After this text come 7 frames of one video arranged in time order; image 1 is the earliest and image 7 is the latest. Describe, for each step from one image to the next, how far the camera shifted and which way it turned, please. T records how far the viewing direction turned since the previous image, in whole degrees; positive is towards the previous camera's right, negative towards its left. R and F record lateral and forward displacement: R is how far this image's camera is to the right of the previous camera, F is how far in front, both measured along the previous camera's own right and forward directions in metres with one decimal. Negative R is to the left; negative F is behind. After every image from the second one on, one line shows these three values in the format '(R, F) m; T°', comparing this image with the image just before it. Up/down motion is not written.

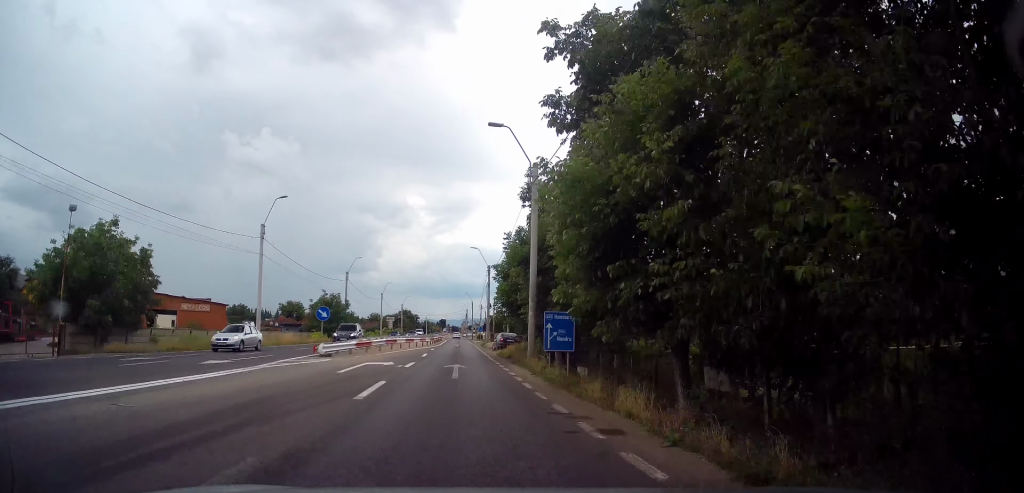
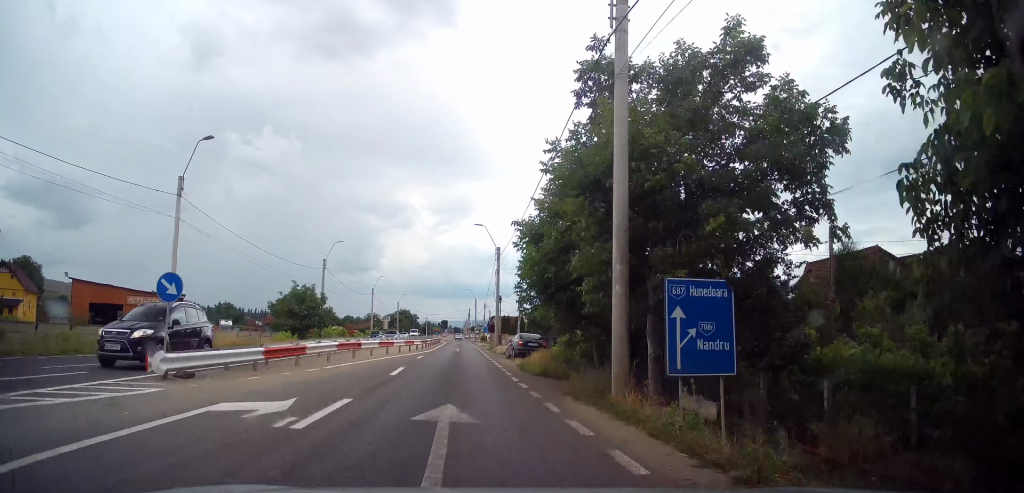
(0.0, +12.5) m; 0°
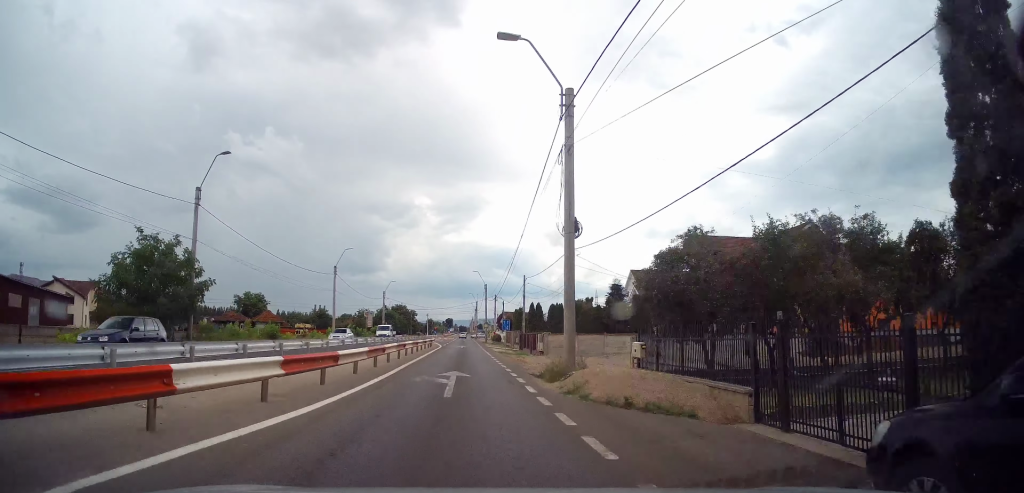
(+0.6, +29.0) m; +1°
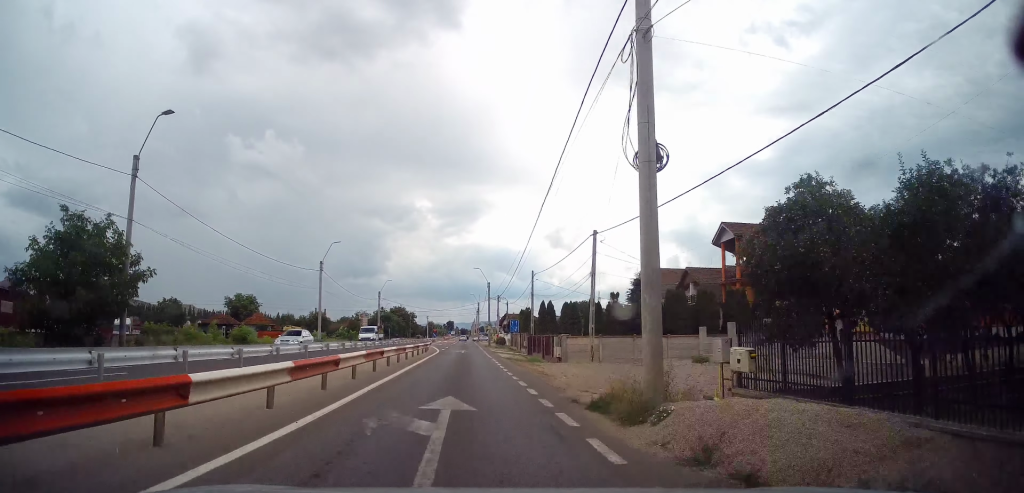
(-0.1, +6.7) m; -1°
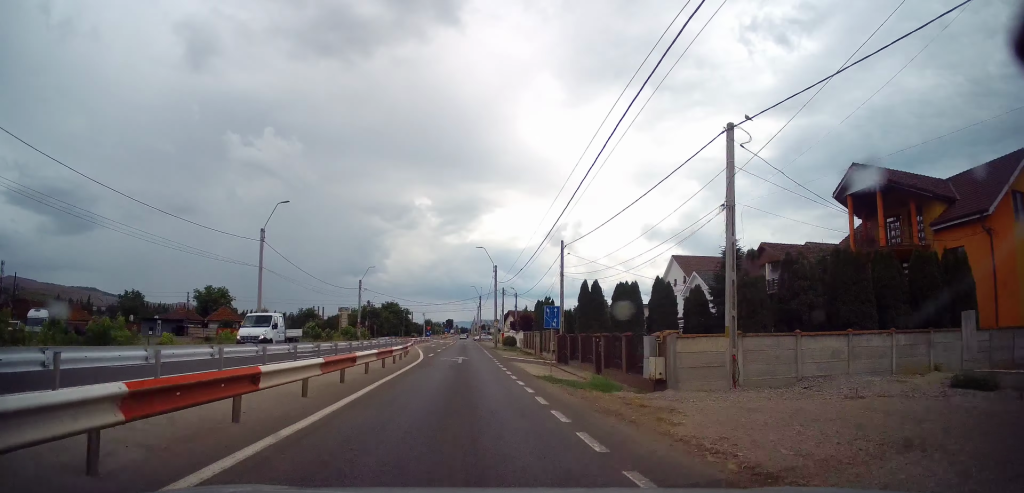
(-0.3, +17.1) m; -1°
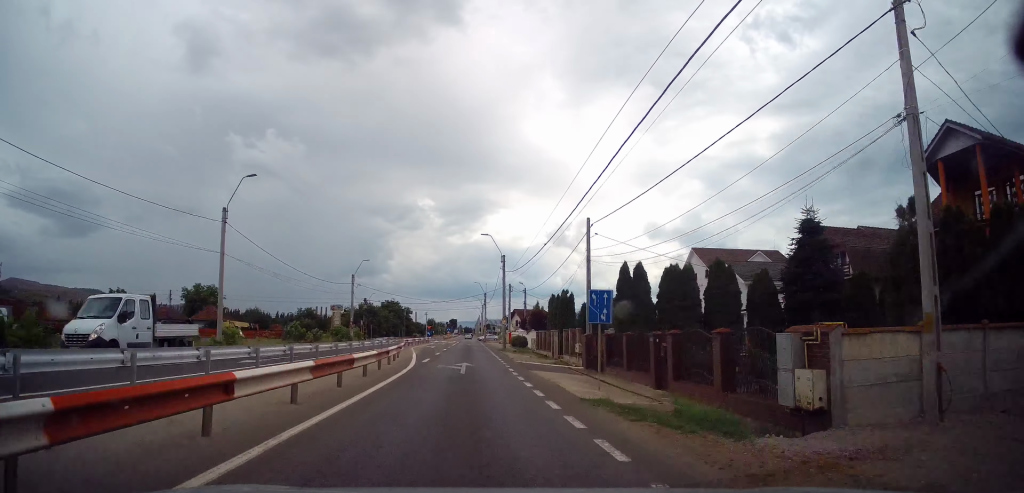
(+0.1, +7.2) m; 0°
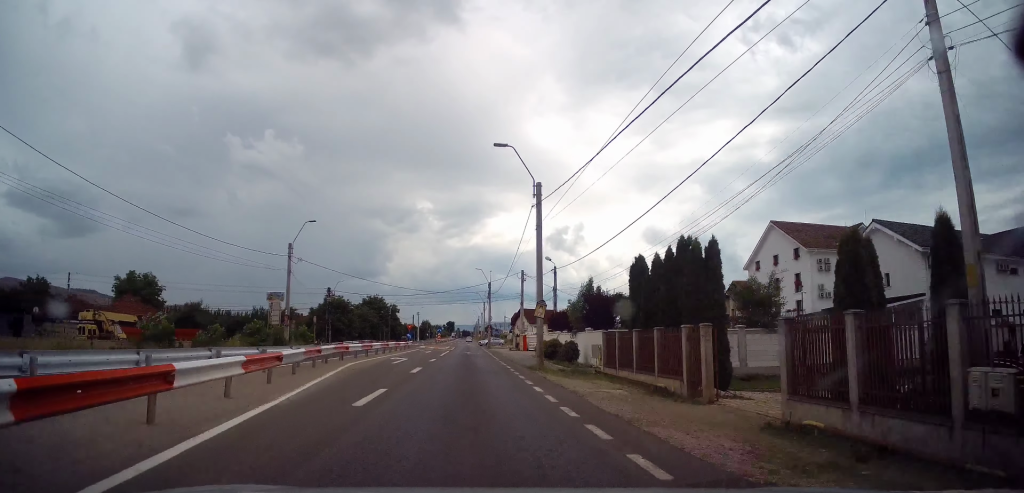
(-0.1, +23.6) m; 0°
